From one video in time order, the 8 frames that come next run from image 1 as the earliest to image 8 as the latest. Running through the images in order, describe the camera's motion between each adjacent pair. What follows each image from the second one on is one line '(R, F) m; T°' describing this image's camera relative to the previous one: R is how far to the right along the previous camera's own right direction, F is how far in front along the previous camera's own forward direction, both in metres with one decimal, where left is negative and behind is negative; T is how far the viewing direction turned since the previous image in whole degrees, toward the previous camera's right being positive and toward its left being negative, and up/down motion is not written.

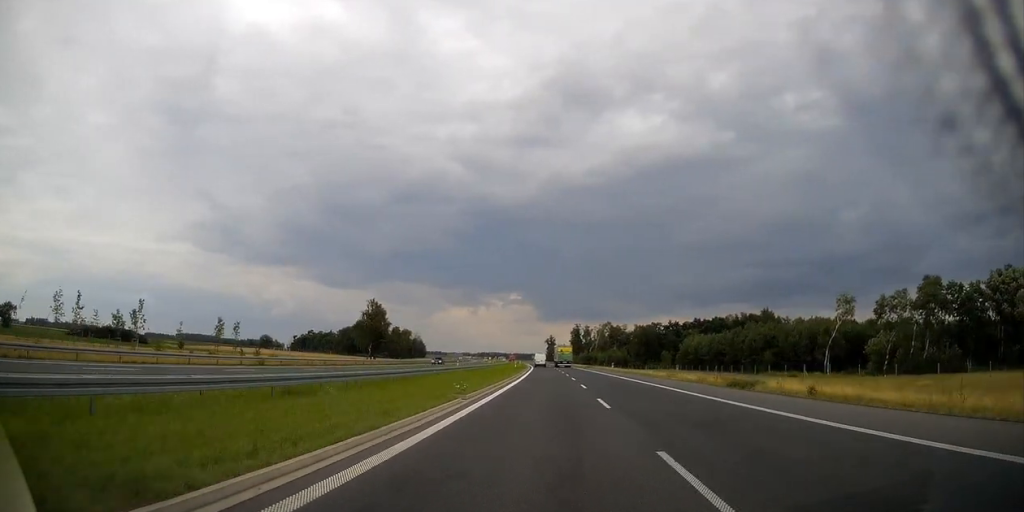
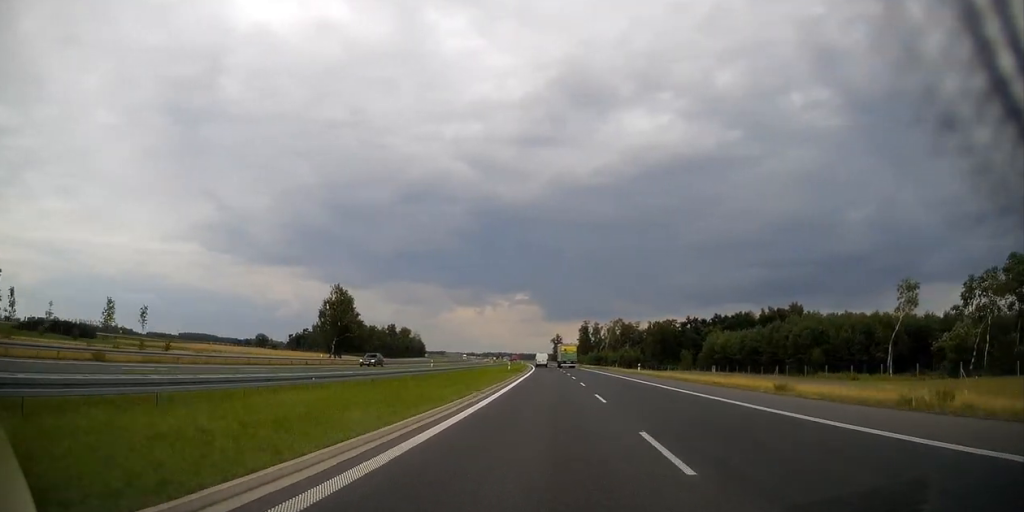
(0.0, +22.1) m; 0°
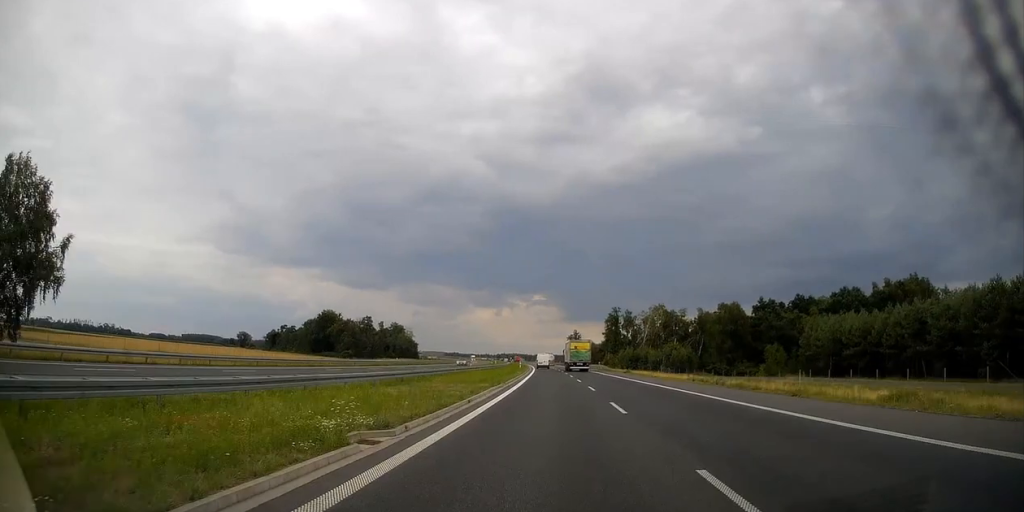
(-0.7, +64.5) m; -2°
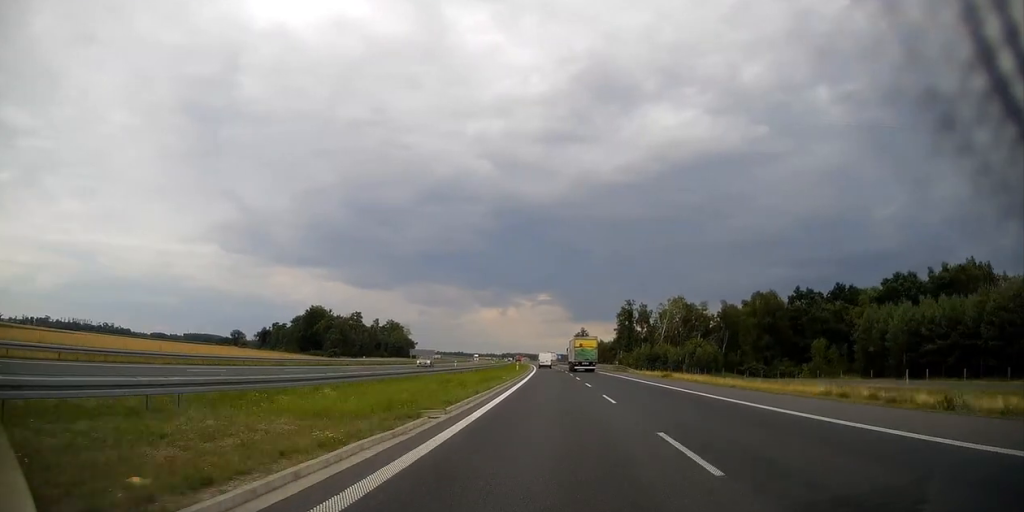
(-0.2, +20.6) m; -1°
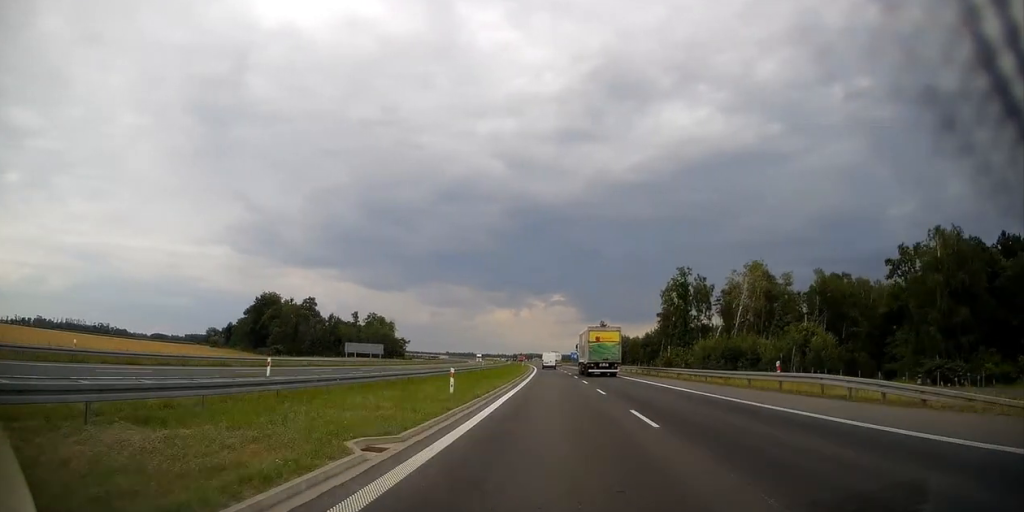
(-0.7, +55.5) m; -1°
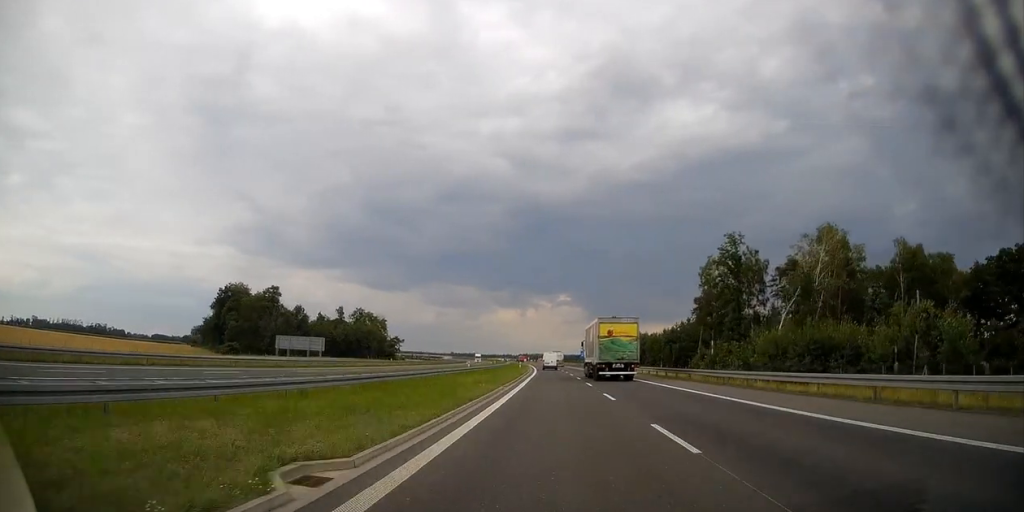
(-0.2, +27.6) m; -1°
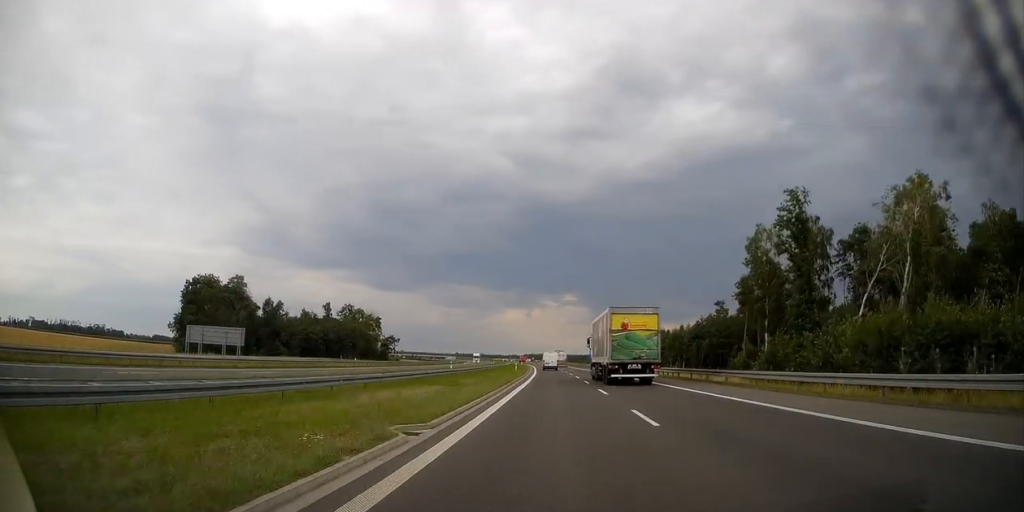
(-0.1, +20.4) m; 0°
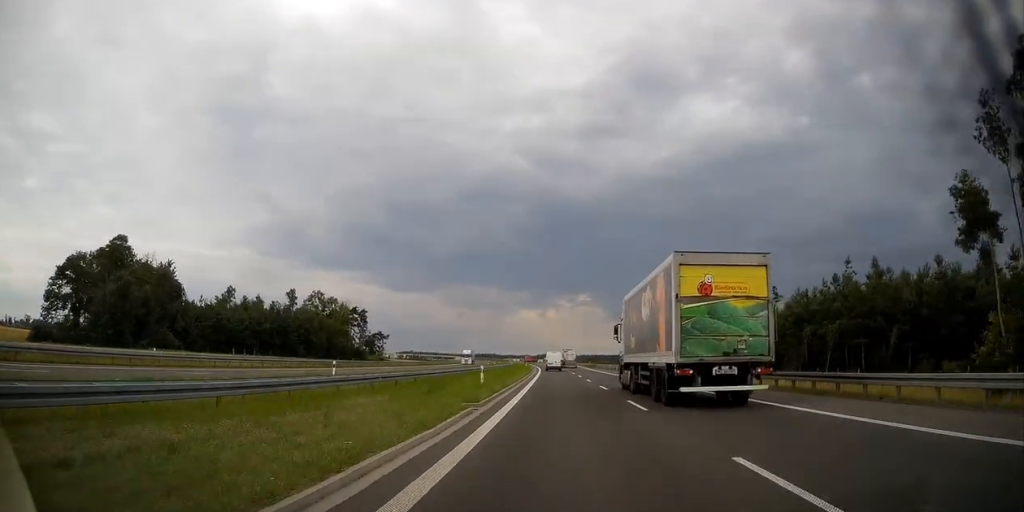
(-0.4, +44.2) m; -1°
